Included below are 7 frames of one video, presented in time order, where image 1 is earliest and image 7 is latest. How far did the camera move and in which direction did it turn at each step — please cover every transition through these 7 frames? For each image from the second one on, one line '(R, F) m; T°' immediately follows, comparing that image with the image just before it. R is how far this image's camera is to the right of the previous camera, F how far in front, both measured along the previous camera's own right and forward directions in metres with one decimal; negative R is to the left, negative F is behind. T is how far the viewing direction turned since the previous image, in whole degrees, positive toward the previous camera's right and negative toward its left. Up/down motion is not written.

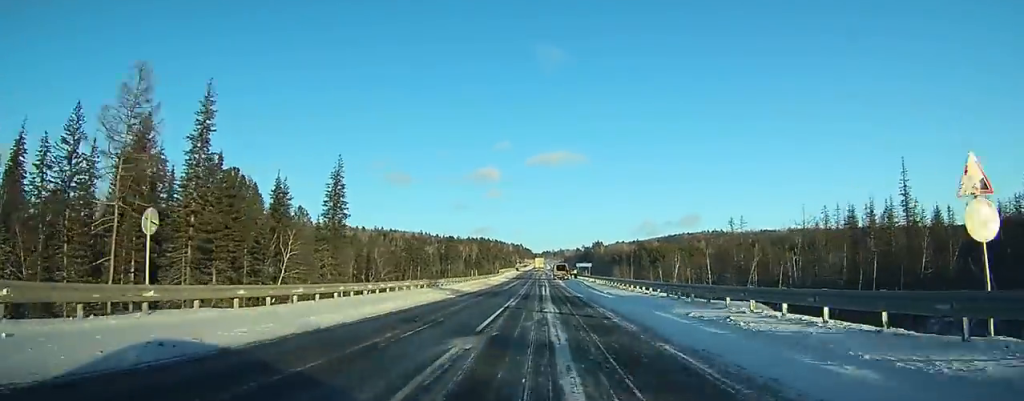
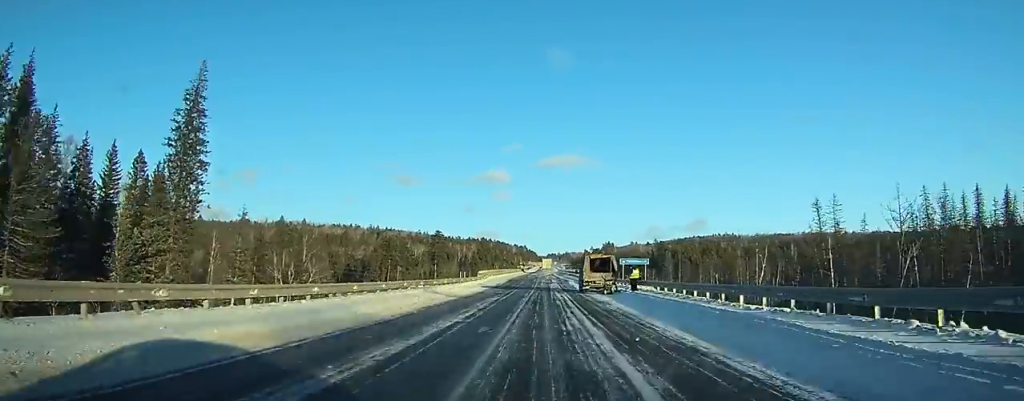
(+0.1, +48.5) m; 0°
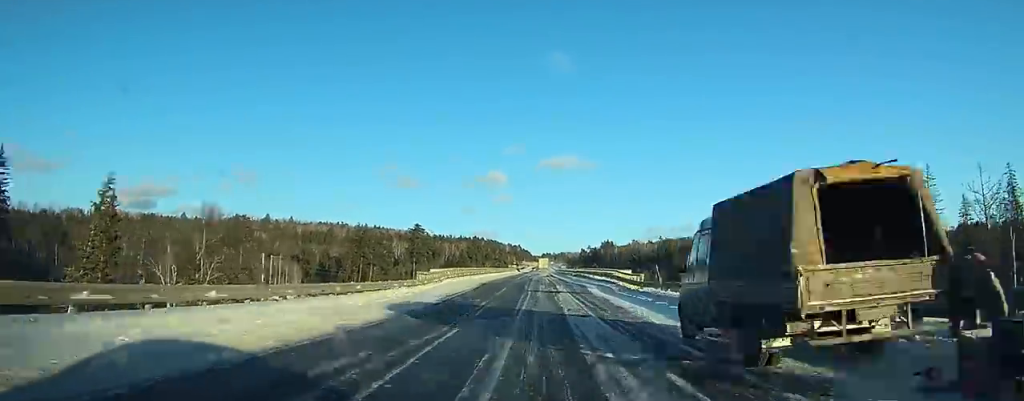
(-0.1, +30.3) m; 0°
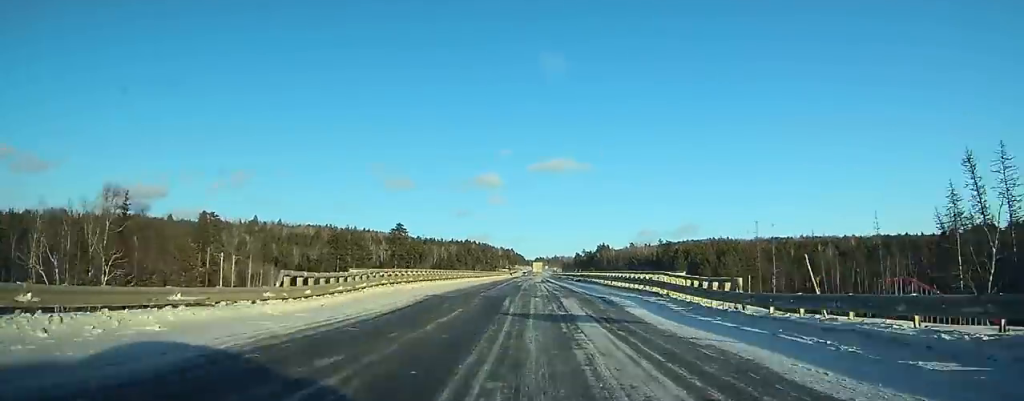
(0.0, +17.1) m; 0°
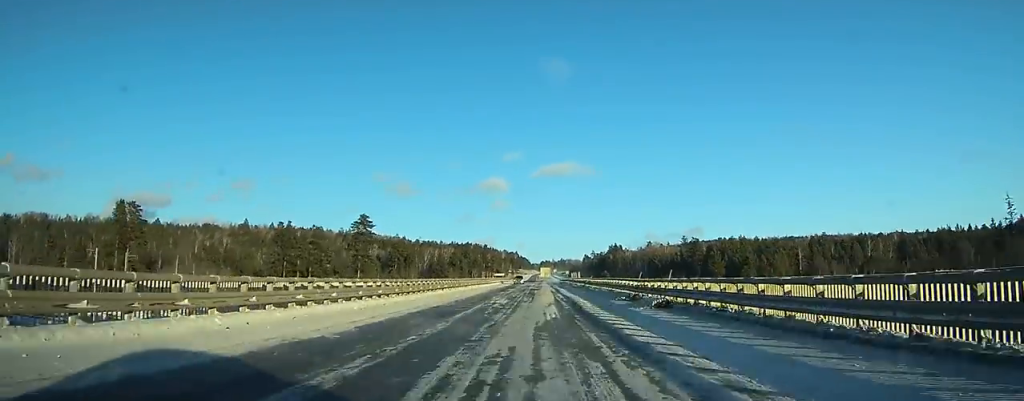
(+0.3, +43.0) m; 0°
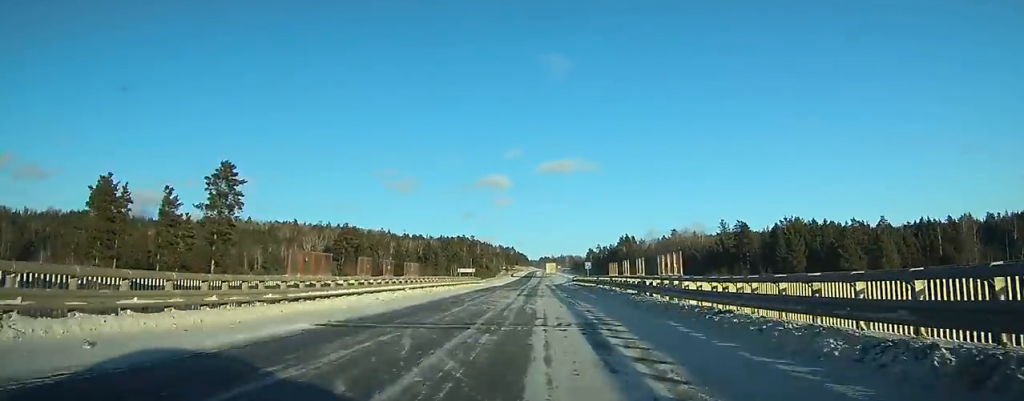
(0.0, +63.1) m; 0°
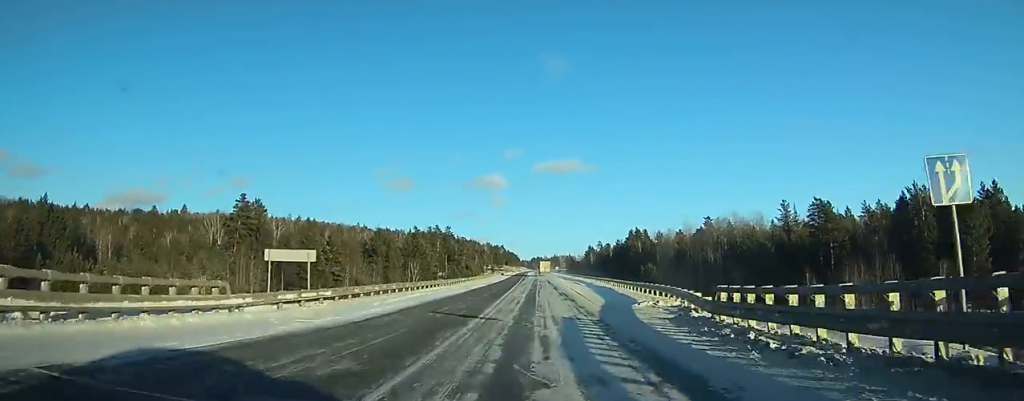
(+0.2, +60.7) m; +1°
